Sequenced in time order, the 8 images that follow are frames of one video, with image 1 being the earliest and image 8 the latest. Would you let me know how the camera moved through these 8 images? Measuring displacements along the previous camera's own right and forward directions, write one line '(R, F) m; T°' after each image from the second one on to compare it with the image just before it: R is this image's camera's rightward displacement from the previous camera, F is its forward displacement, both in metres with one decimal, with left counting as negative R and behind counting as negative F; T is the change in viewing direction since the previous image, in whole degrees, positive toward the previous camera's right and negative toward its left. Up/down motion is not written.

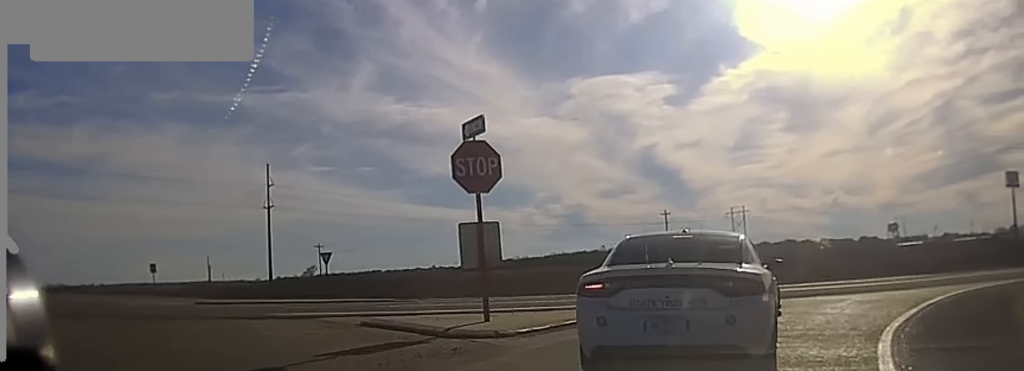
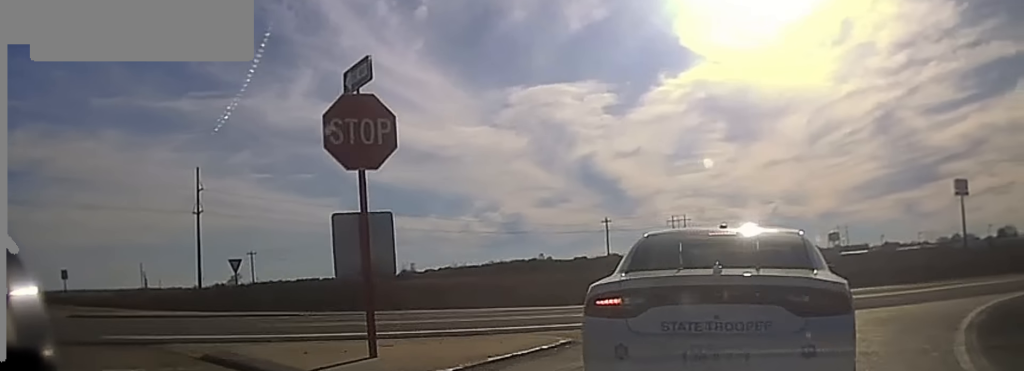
(+0.1, +6.3) m; +6°
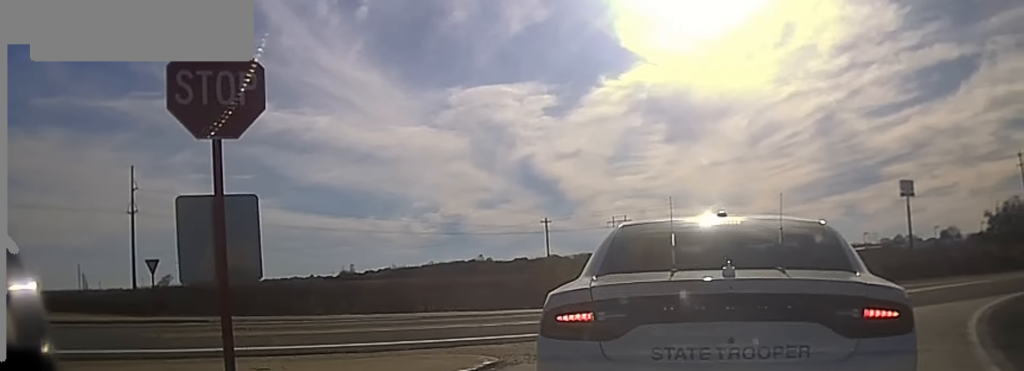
(+0.4, +4.9) m; +10°
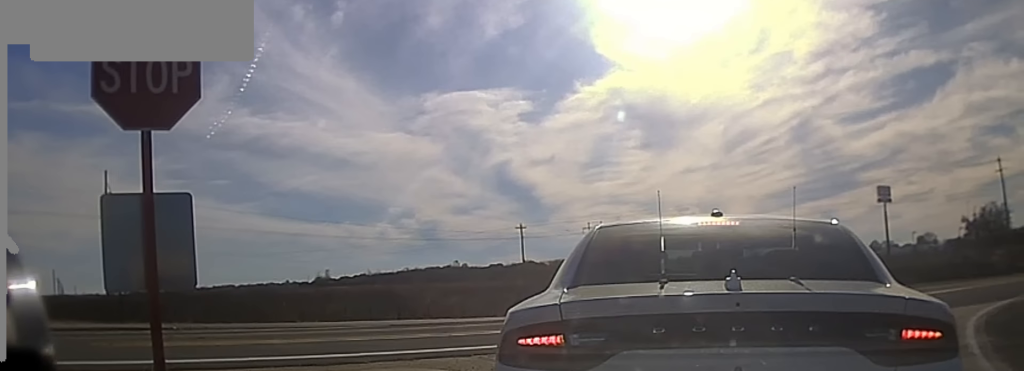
(+0.7, +4.7) m; +11°
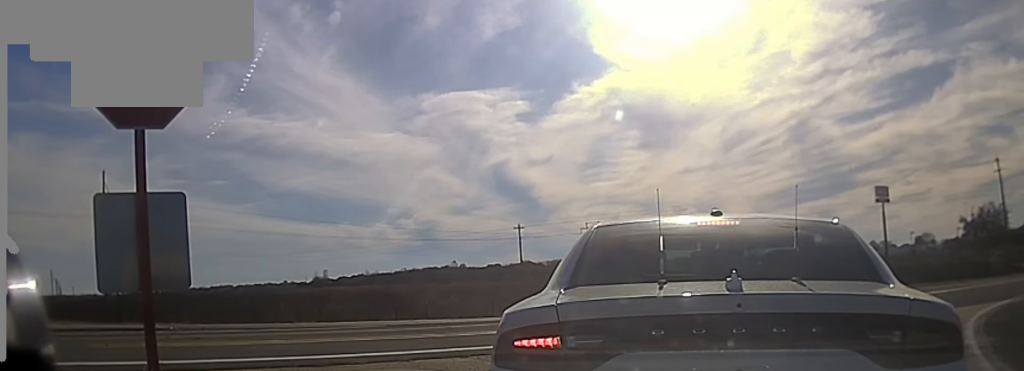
(0.0, +1.3) m; +2°
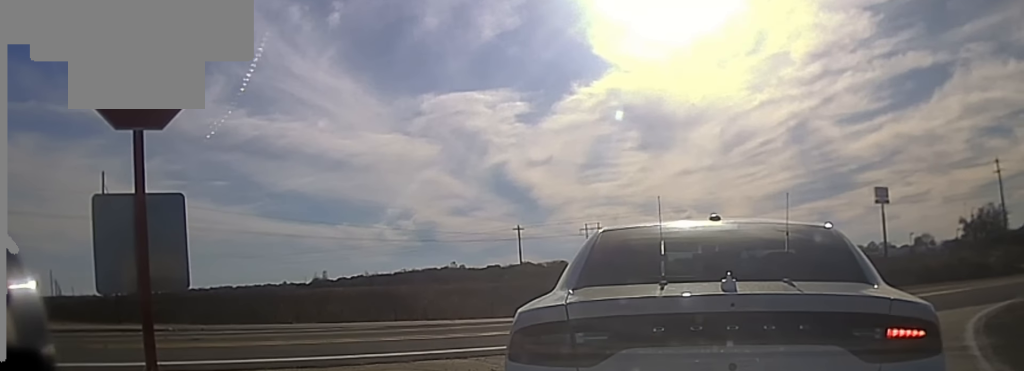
(0.0, +2.1) m; 0°
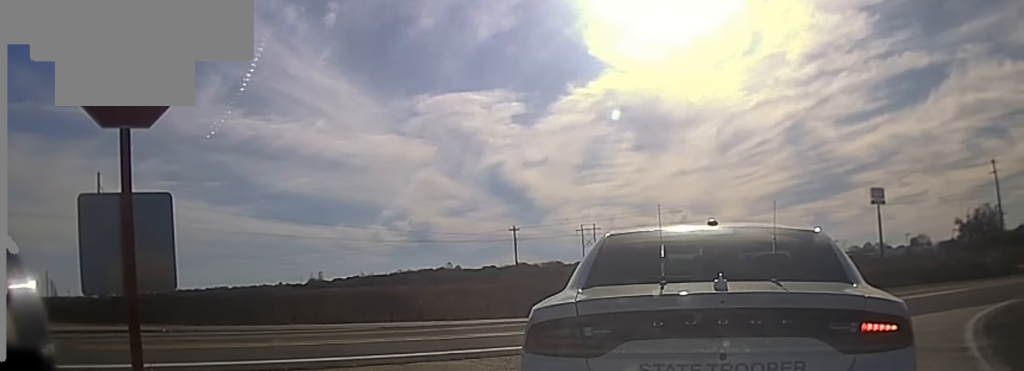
(0.0, +0.8) m; 0°
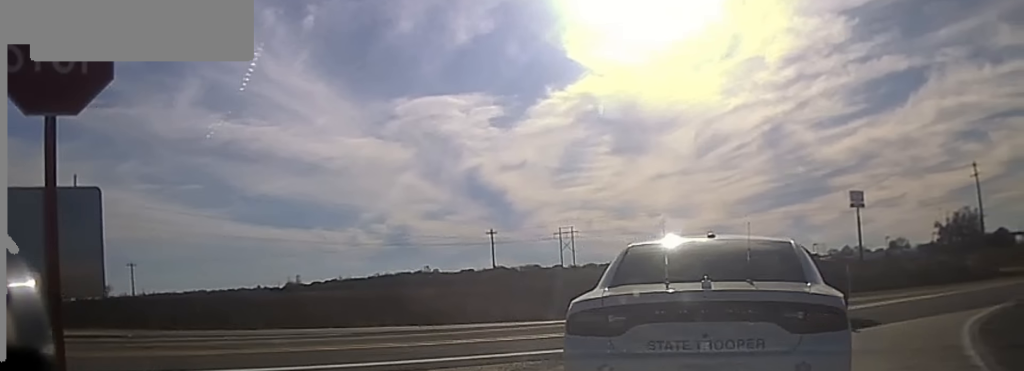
(0.0, +0.6) m; 0°
